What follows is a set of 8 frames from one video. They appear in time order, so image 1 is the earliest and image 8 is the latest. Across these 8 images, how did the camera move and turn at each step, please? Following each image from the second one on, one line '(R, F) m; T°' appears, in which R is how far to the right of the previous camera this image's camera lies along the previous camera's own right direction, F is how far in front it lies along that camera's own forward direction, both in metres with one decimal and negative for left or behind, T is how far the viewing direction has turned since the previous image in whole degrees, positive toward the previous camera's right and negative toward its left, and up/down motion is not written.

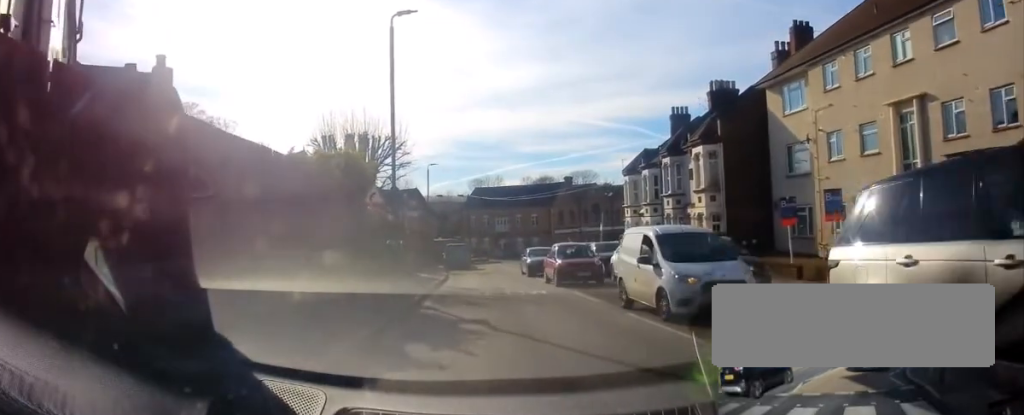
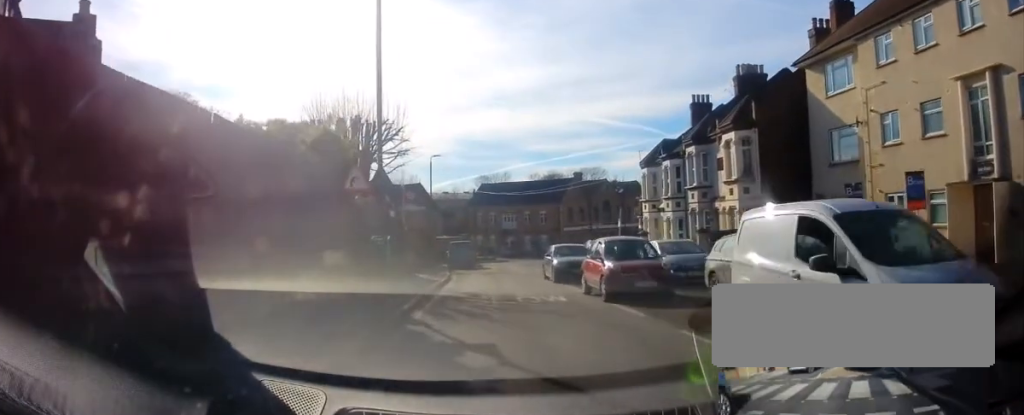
(0.0, +3.1) m; -1°
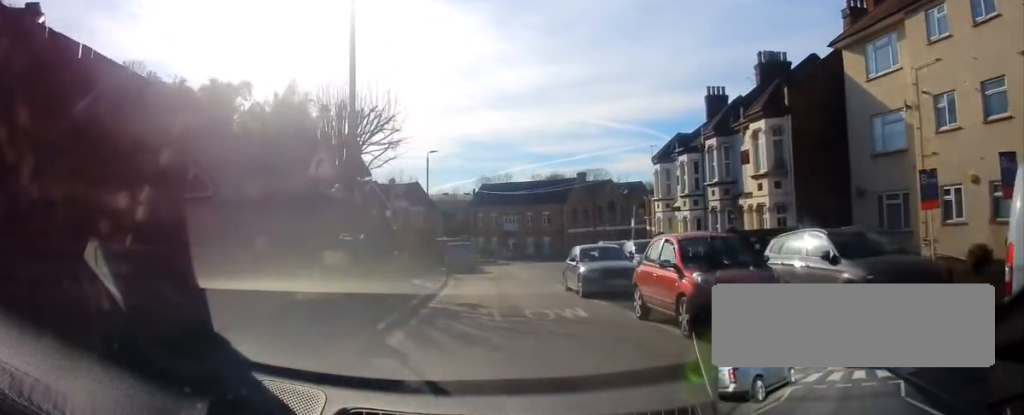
(+0.1, +2.7) m; -1°
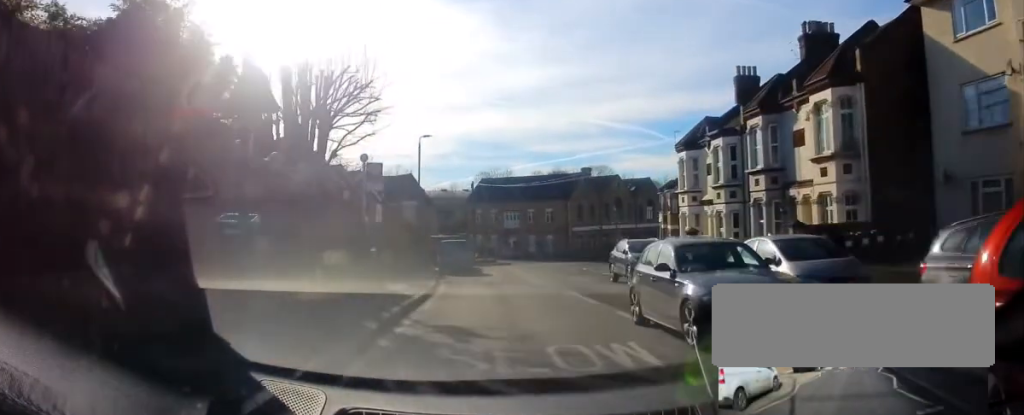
(-0.1, +4.8) m; 0°
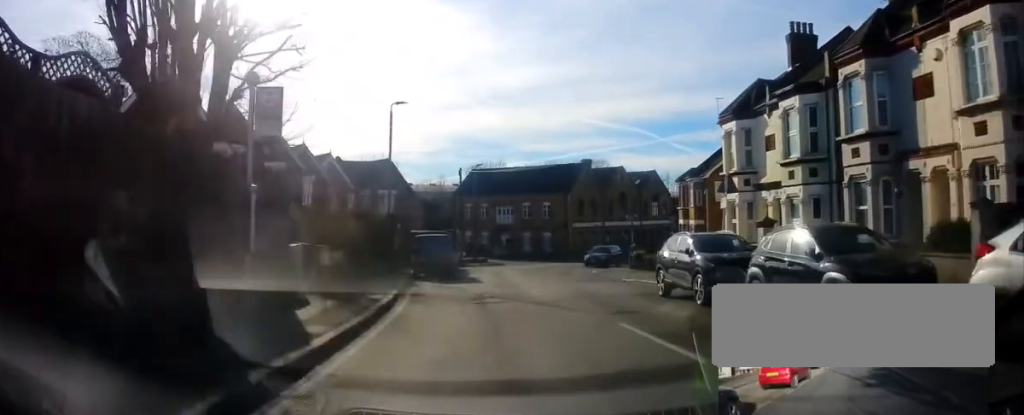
(+0.2, +7.9) m; +1°
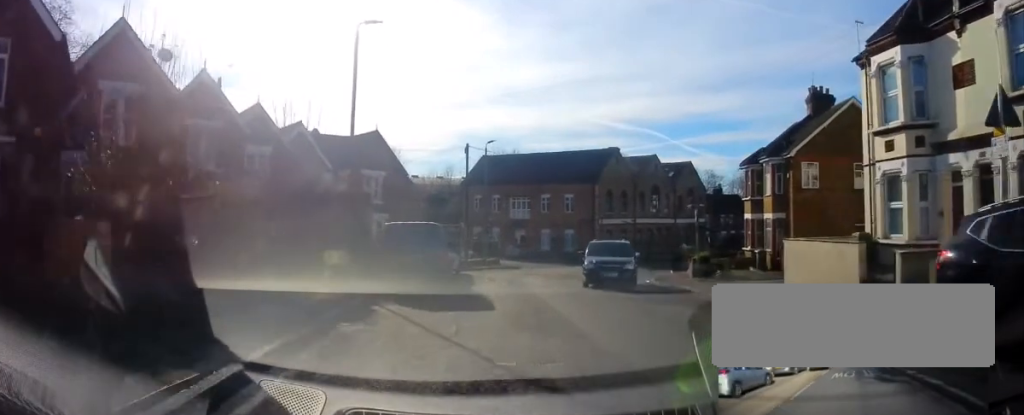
(-0.3, +11.2) m; -2°
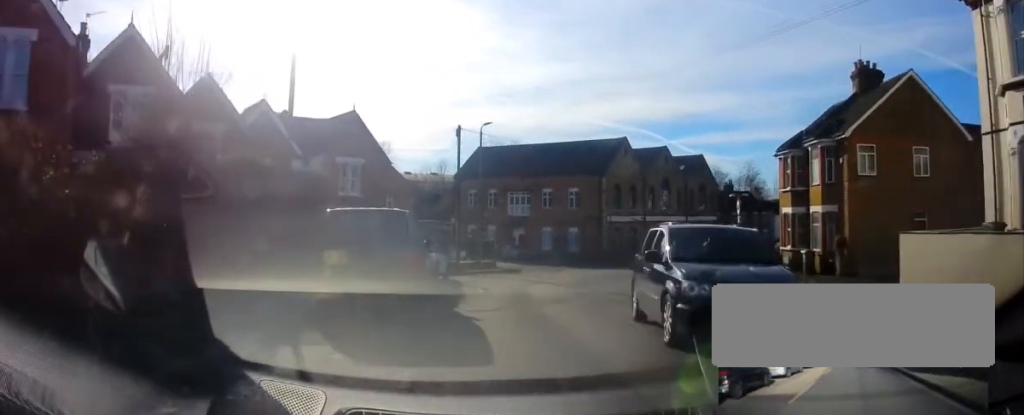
(0.0, +5.8) m; 0°
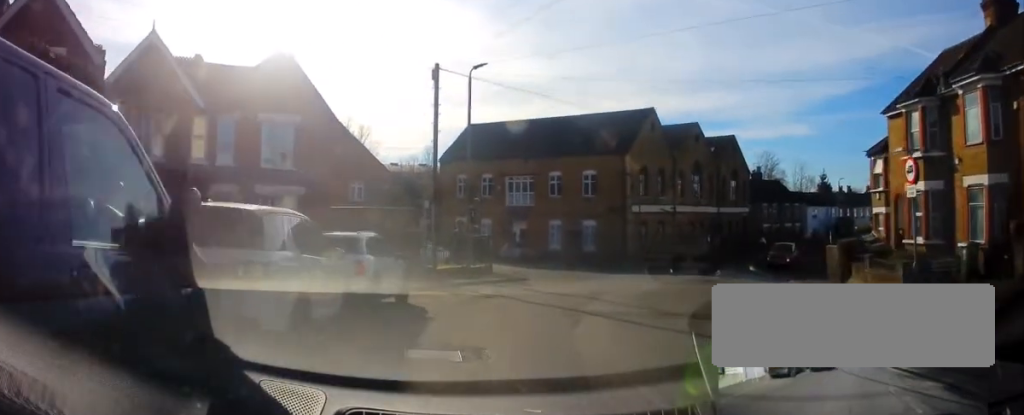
(+0.3, +11.2) m; +3°
